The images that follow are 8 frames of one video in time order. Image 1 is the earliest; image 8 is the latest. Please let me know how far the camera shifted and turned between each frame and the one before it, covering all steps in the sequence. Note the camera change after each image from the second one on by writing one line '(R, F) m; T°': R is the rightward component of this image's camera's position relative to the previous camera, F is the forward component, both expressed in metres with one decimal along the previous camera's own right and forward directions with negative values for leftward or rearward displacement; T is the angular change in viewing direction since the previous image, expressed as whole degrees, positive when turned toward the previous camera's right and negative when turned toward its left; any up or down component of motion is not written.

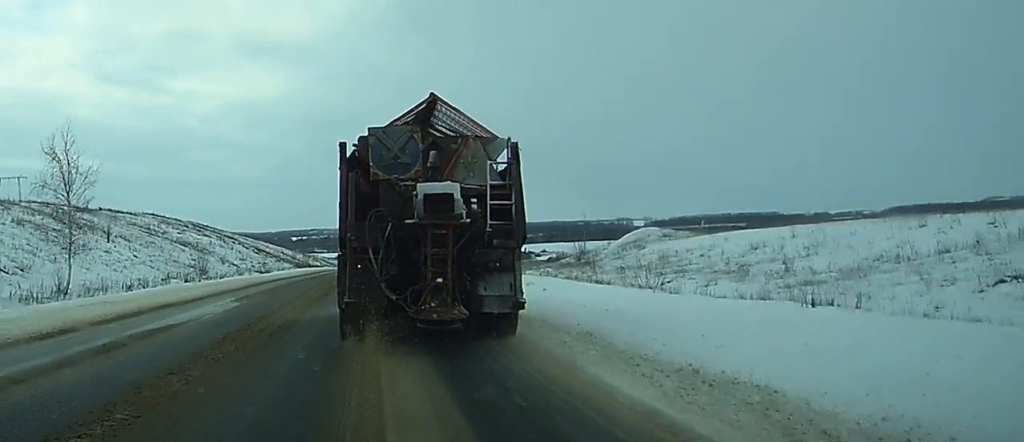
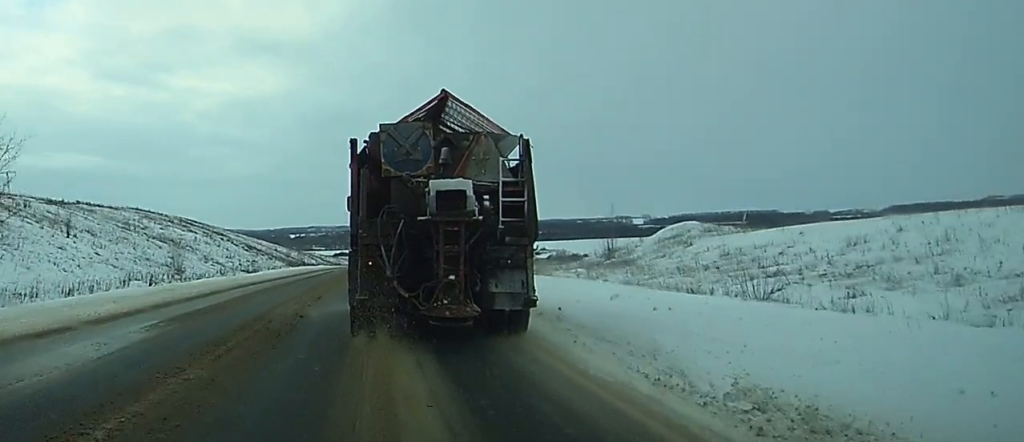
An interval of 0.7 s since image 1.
(+0.1, +9.9) m; 0°
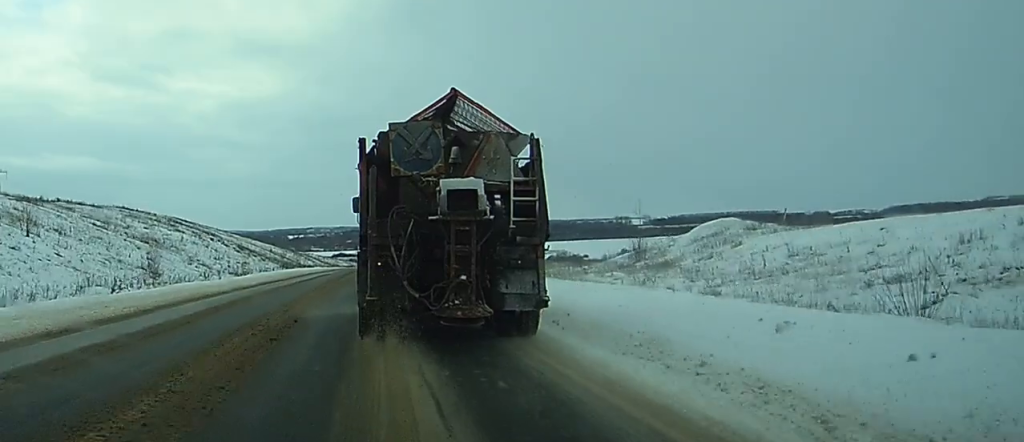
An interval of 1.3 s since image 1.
(0.0, +7.7) m; 0°
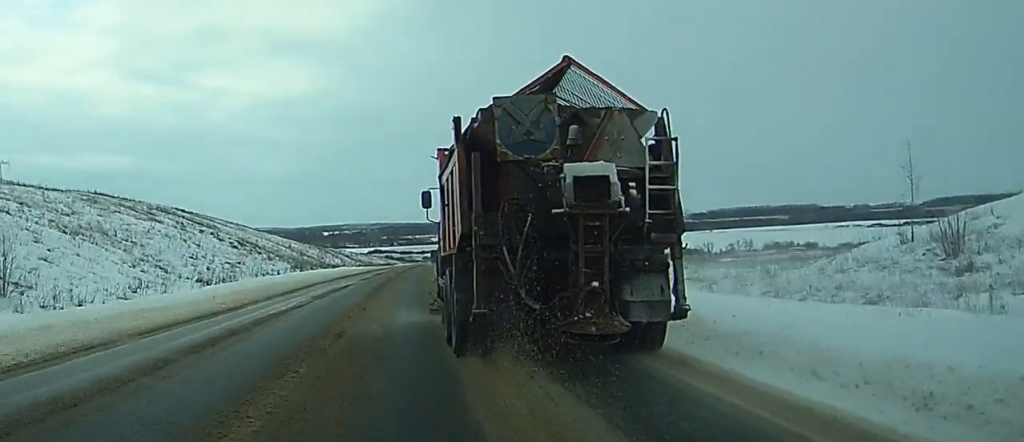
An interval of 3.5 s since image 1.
(0.0, +30.3) m; 0°
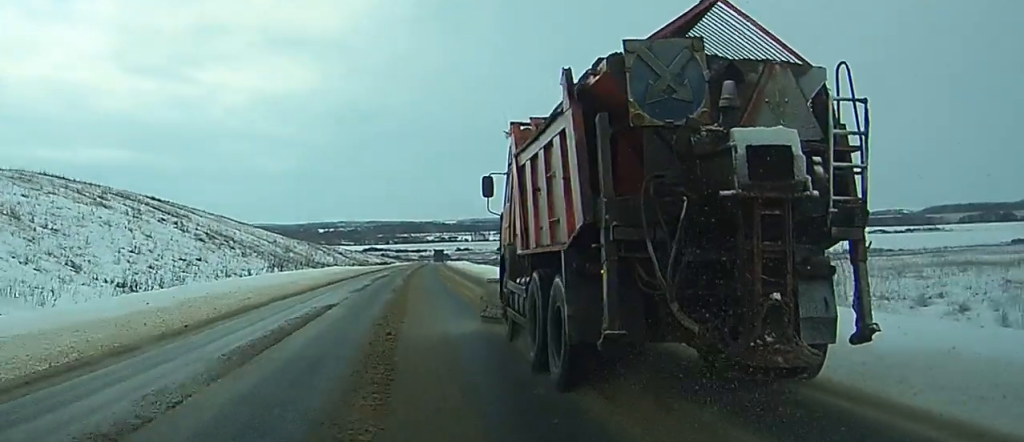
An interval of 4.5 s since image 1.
(-0.1, +16.0) m; -1°
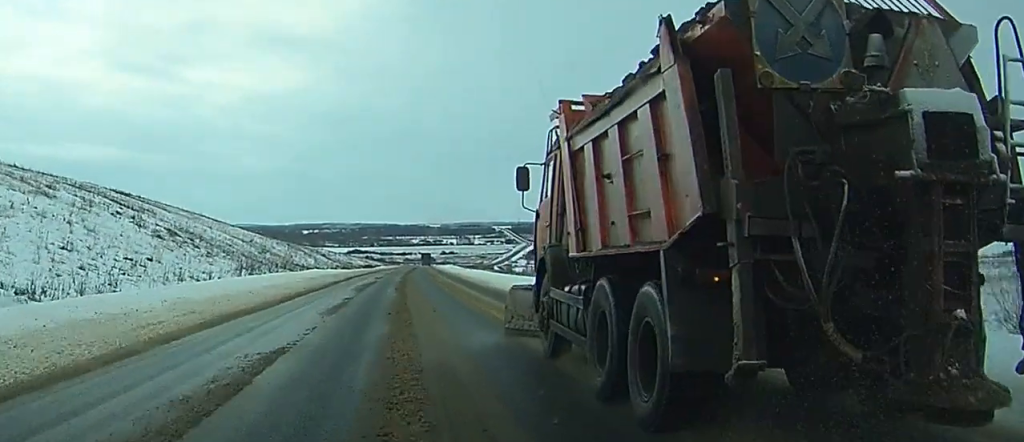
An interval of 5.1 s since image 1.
(-0.1, +9.6) m; 0°
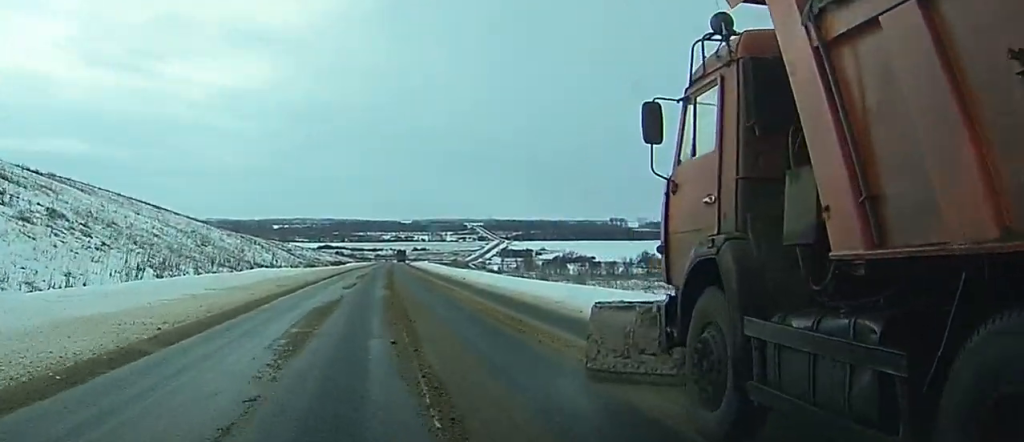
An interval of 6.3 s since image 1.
(0.0, +20.0) m; +1°
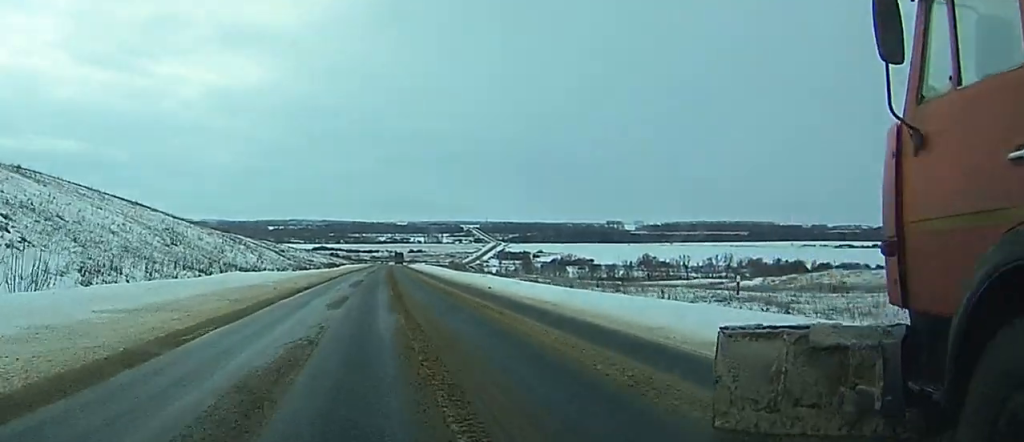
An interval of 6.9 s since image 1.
(+0.1, +10.5) m; +1°
